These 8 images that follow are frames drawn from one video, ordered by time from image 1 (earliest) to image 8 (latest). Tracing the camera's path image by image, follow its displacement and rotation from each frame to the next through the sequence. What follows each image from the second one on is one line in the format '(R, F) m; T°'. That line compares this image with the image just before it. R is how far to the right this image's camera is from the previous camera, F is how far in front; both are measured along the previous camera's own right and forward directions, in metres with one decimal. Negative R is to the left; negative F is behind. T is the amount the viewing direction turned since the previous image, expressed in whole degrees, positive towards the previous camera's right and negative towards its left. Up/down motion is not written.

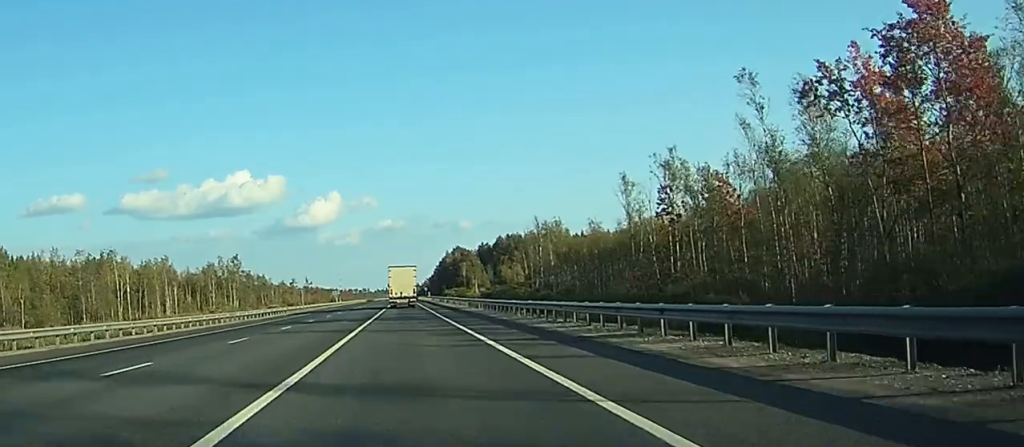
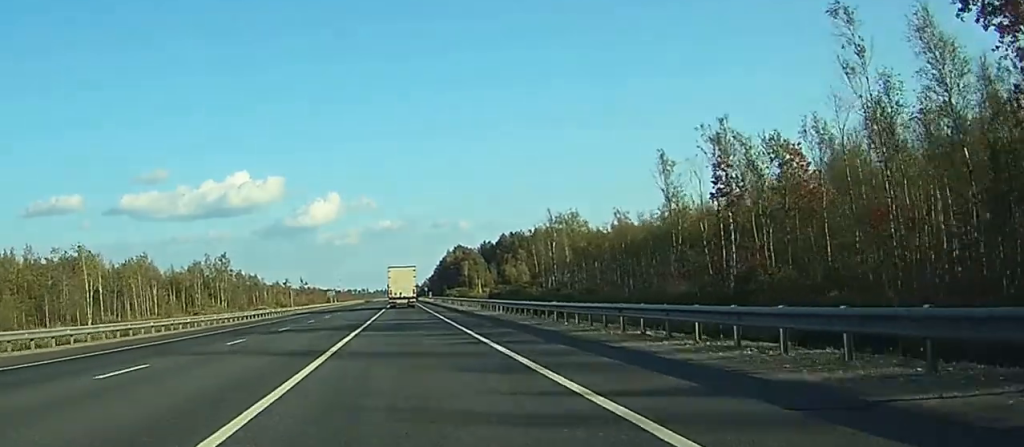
(0.0, +12.3) m; 0°
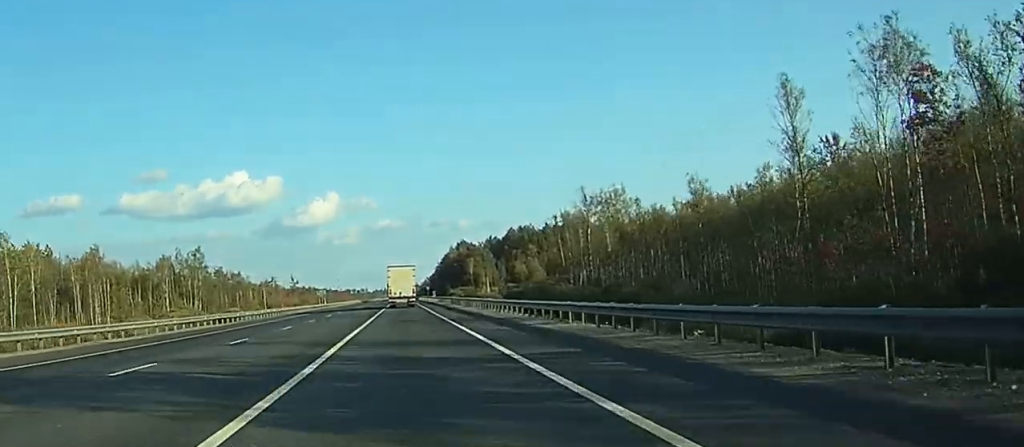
(+0.1, +23.0) m; 0°
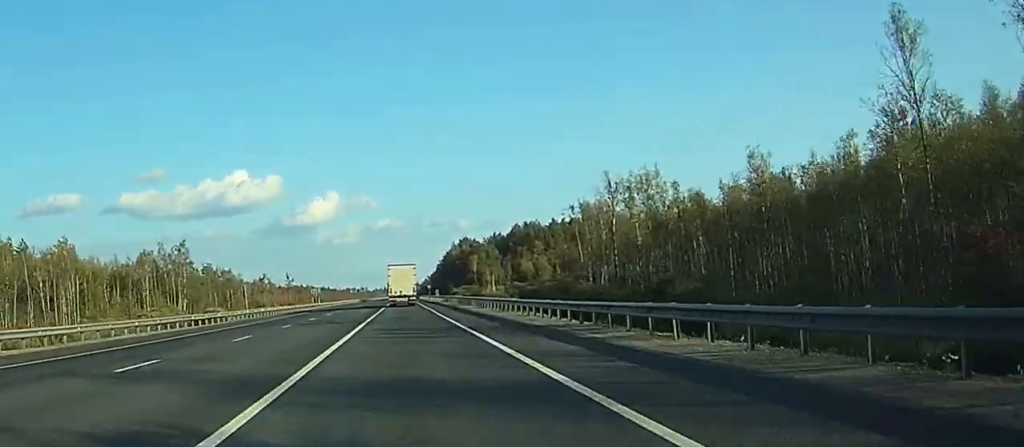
(0.0, +11.5) m; 0°
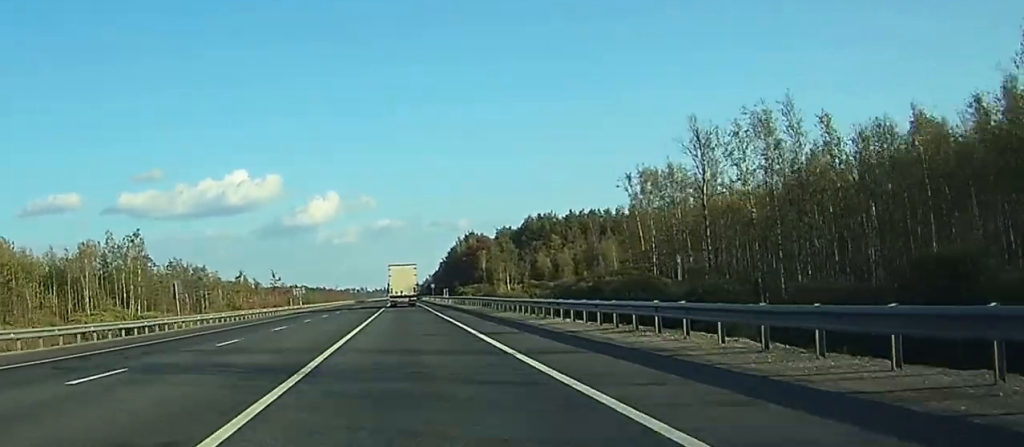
(0.0, +26.3) m; 0°
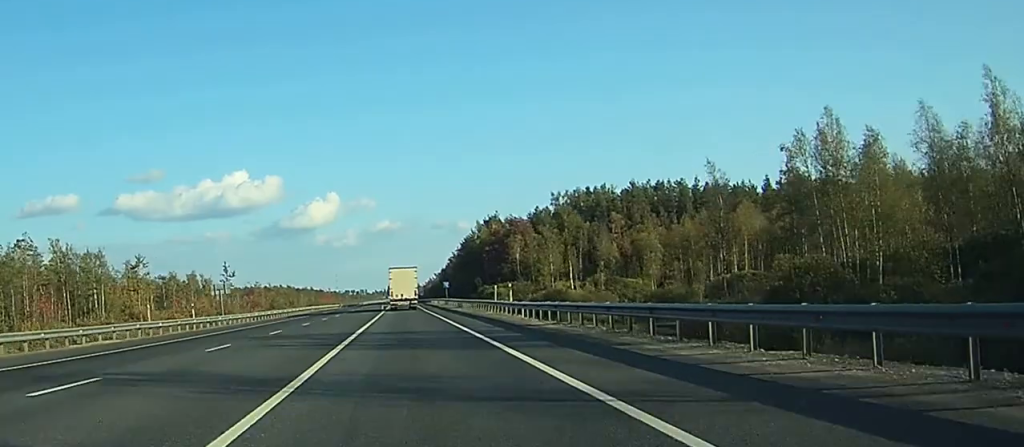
(-0.5, +61.0) m; -1°
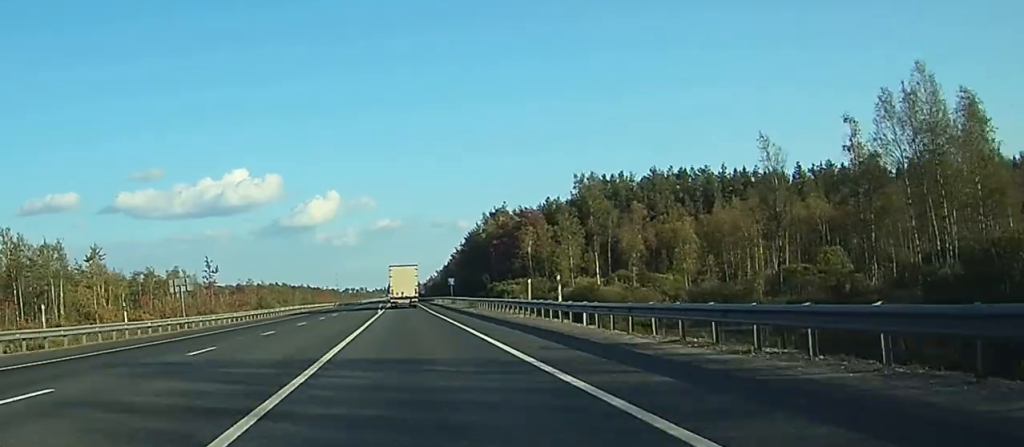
(0.0, +14.1) m; 0°
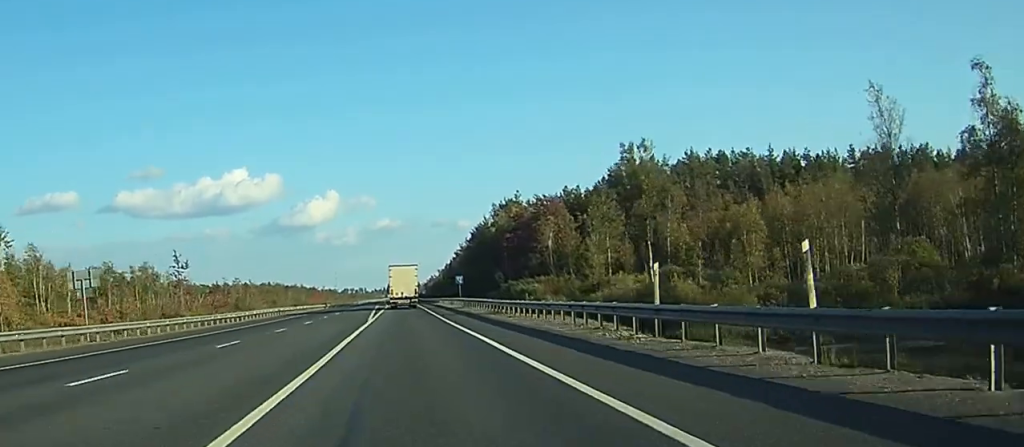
(0.0, +19.9) m; 0°
